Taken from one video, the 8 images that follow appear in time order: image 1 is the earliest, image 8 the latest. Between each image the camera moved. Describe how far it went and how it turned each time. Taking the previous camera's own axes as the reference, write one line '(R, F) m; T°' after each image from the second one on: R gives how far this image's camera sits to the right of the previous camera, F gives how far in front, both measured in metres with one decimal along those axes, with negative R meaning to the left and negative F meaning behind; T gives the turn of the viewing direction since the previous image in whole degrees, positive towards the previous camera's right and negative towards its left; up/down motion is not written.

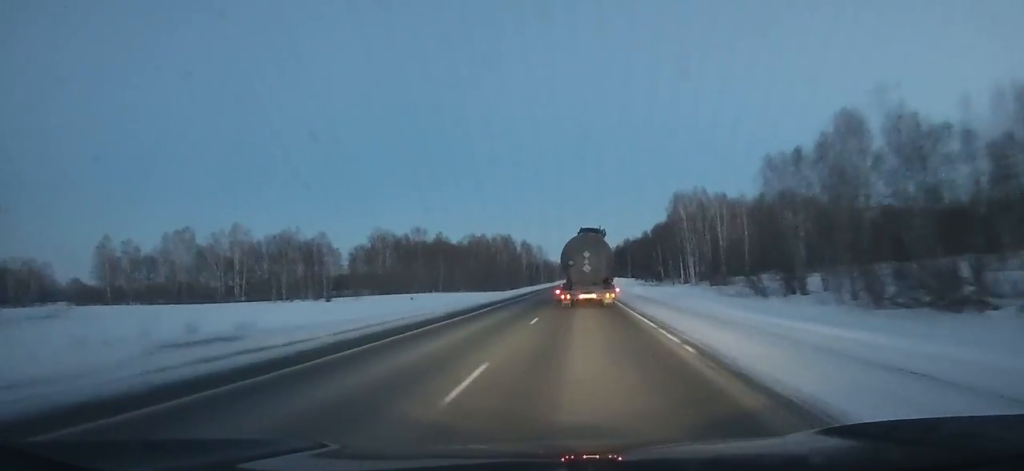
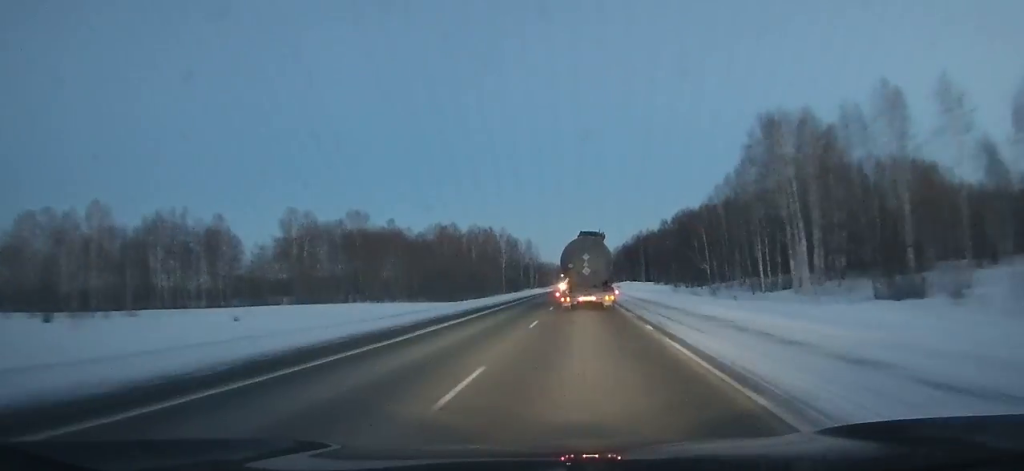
(0.0, +60.6) m; 0°
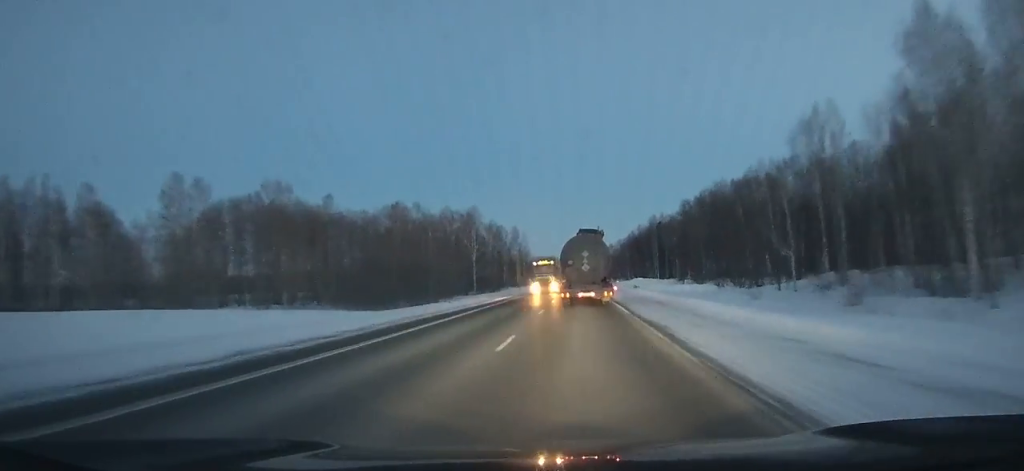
(0.0, +43.1) m; 0°
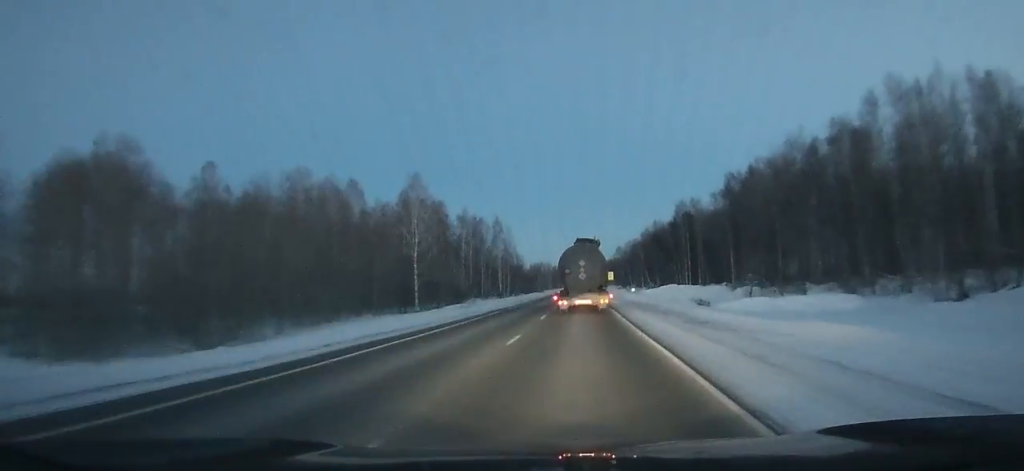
(+0.2, +48.3) m; 0°
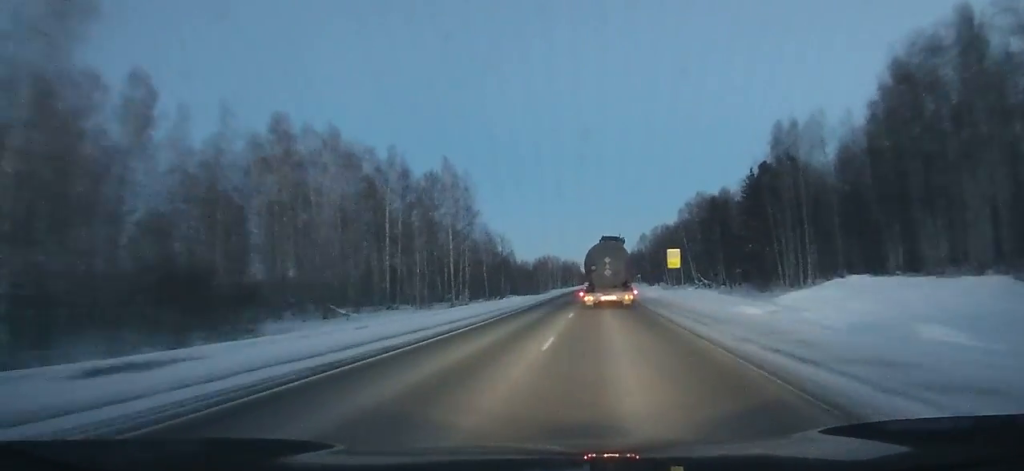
(-0.5, +65.1) m; -1°
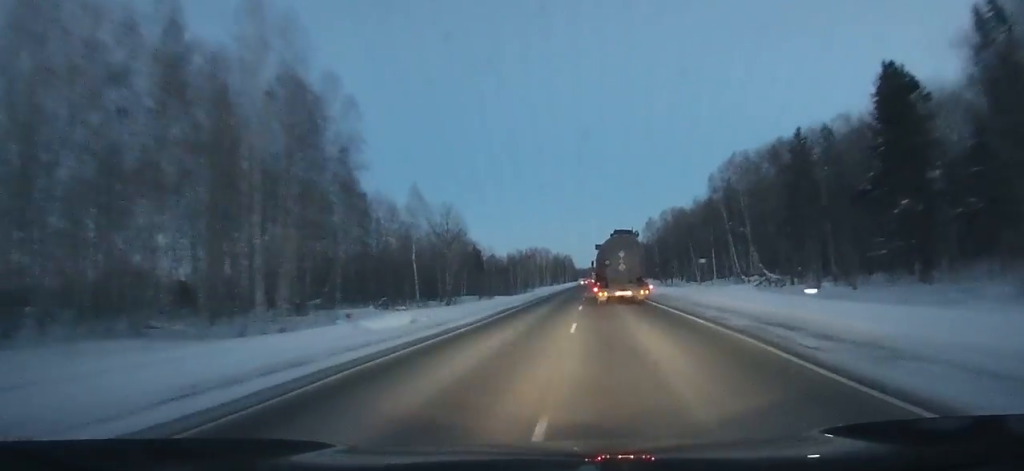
(-0.2, +48.2) m; 0°
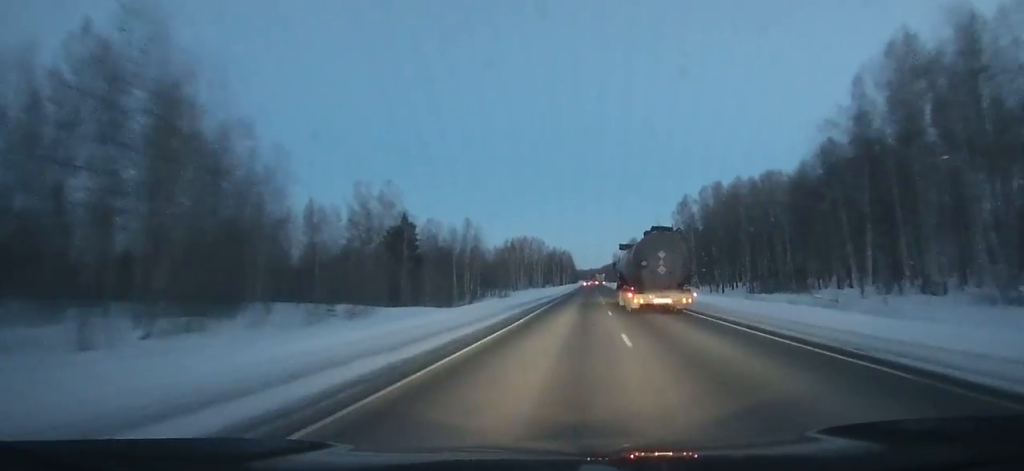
(-0.2, +63.6) m; 0°
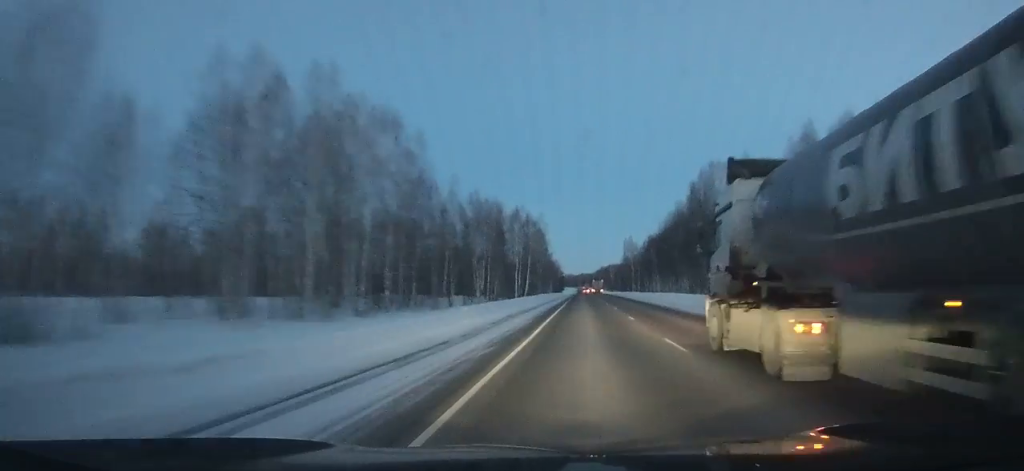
(+1.4, +166.9) m; +1°
